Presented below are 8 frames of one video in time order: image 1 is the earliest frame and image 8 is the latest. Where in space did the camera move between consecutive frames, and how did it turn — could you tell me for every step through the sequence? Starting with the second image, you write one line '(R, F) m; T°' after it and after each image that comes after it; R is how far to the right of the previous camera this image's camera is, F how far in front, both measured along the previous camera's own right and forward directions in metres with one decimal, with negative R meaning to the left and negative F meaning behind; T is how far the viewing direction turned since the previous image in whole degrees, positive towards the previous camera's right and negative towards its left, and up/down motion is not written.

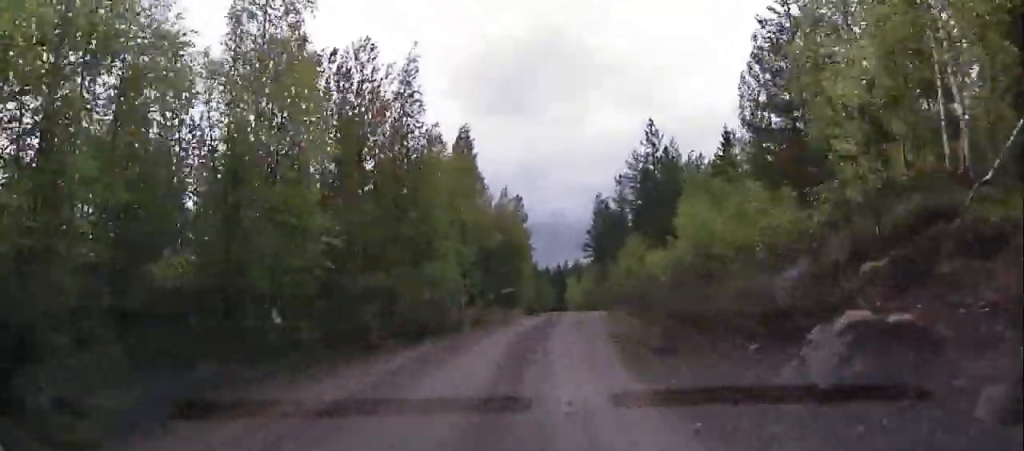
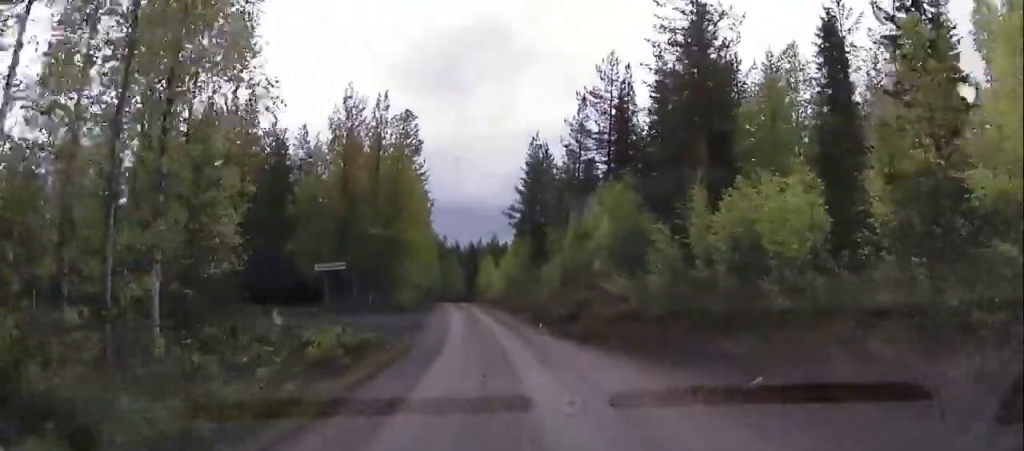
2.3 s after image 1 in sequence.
(+2.1, +32.6) m; +4°
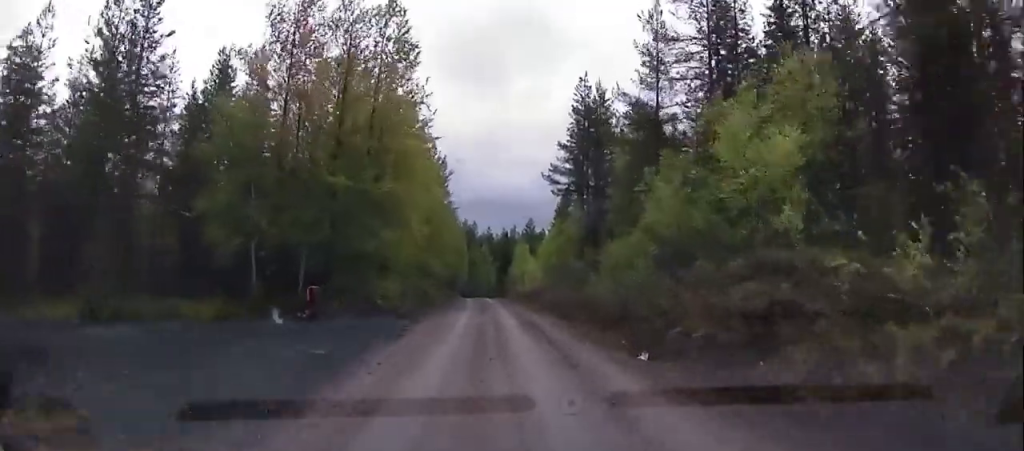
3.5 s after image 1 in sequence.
(-0.9, +17.5) m; -3°
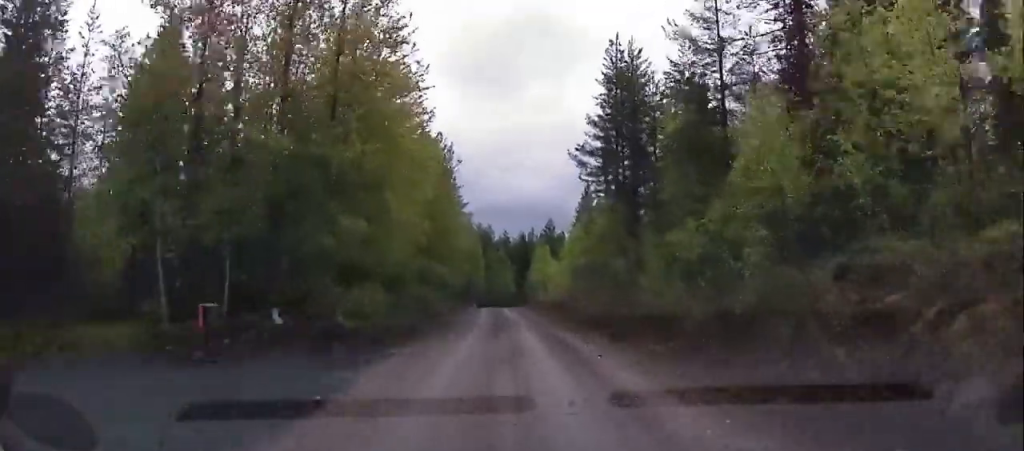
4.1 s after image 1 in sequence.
(+0.2, +8.8) m; 0°
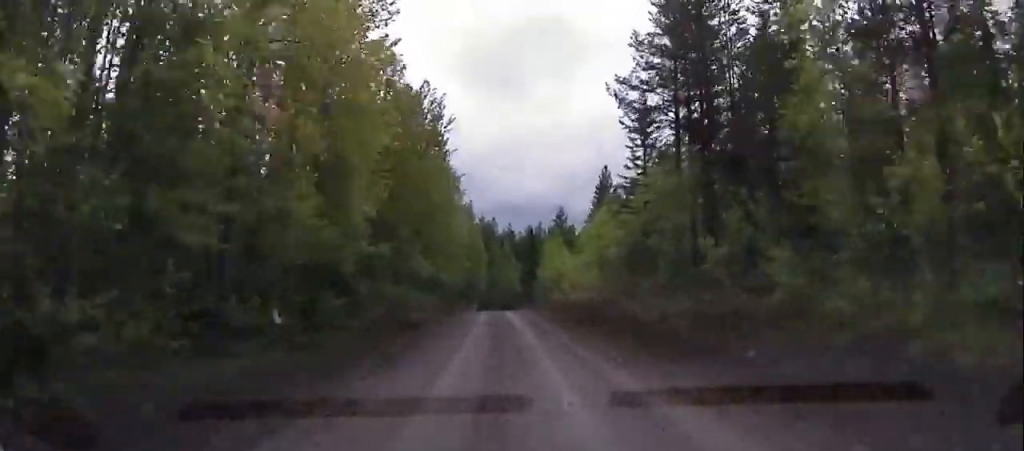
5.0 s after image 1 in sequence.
(+0.1, +13.3) m; 0°
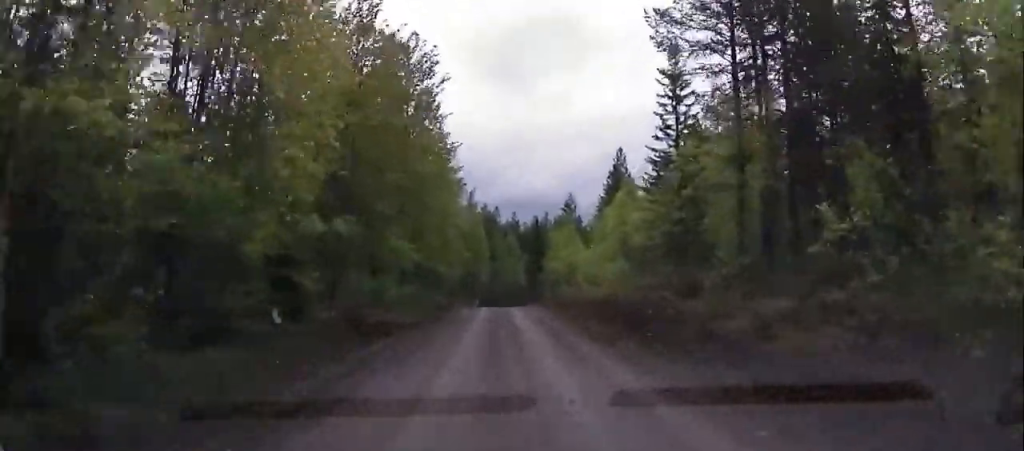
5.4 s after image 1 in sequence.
(-0.2, +6.9) m; 0°
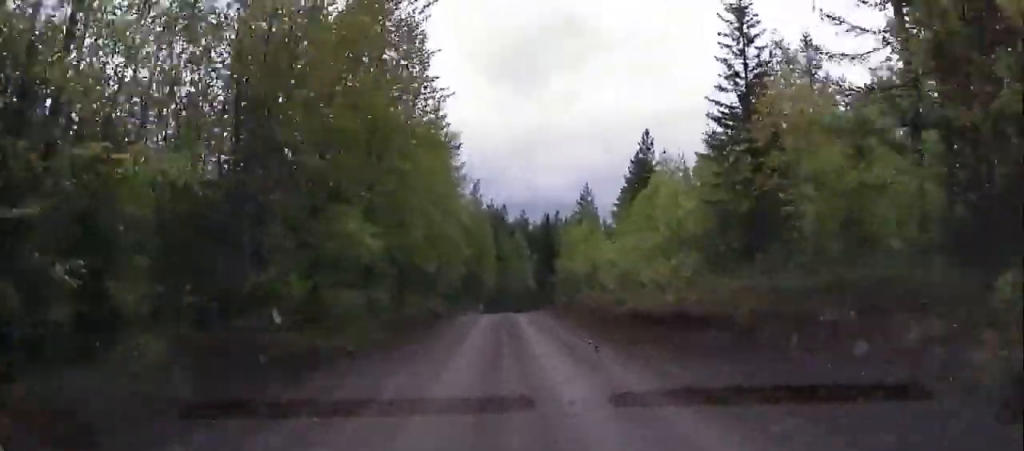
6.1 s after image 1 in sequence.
(+0.2, +9.3) m; 0°
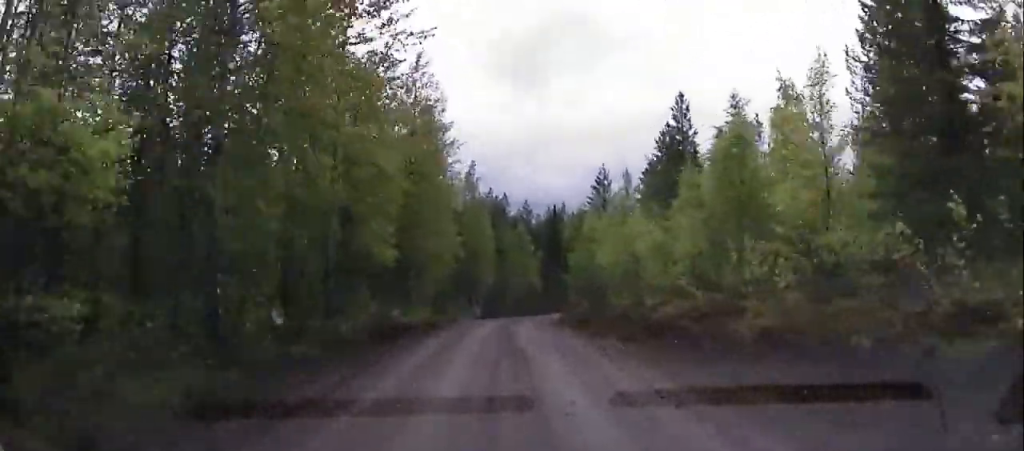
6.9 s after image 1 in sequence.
(+0.1, +12.1) m; -1°
